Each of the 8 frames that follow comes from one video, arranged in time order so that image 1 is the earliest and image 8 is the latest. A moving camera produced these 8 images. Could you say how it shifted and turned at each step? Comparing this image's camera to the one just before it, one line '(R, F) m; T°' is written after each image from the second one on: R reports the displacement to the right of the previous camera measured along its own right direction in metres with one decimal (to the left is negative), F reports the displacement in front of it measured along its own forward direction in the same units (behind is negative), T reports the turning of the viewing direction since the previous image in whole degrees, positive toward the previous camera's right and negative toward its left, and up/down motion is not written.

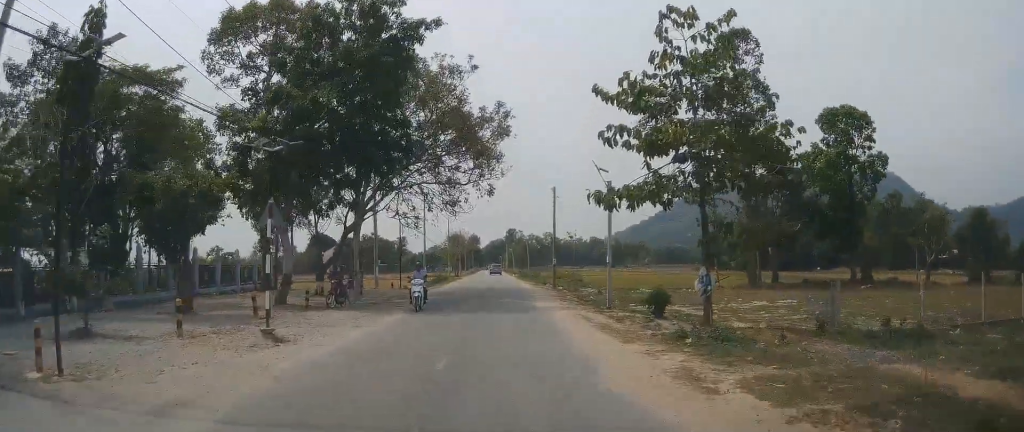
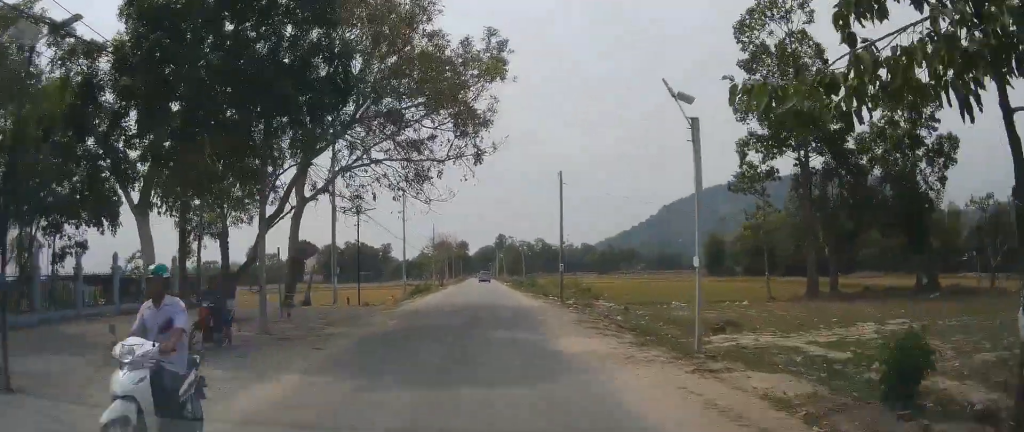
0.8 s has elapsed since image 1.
(+0.2, +10.4) m; +1°
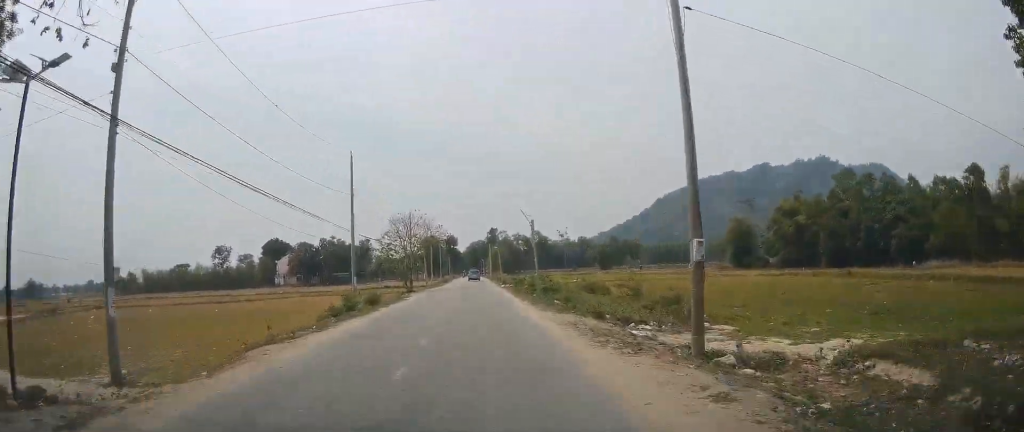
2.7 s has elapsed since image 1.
(-0.5, +24.3) m; -1°
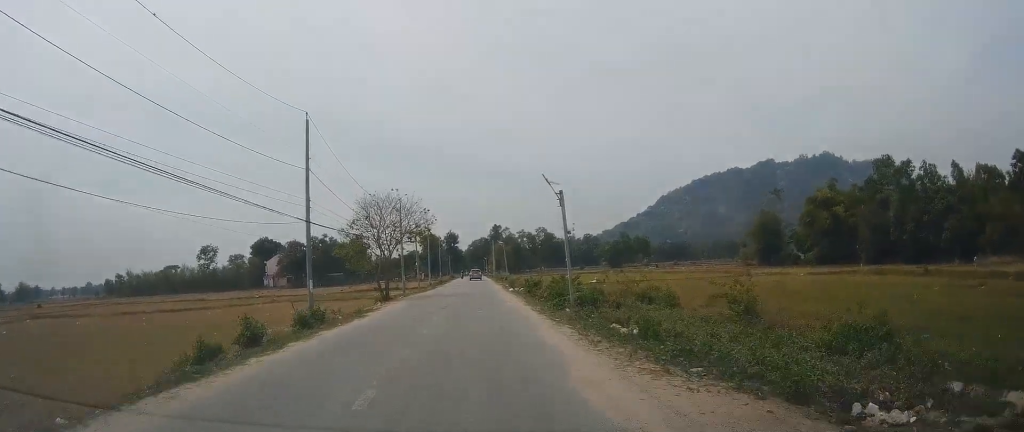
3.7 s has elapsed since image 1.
(+0.2, +12.9) m; +2°
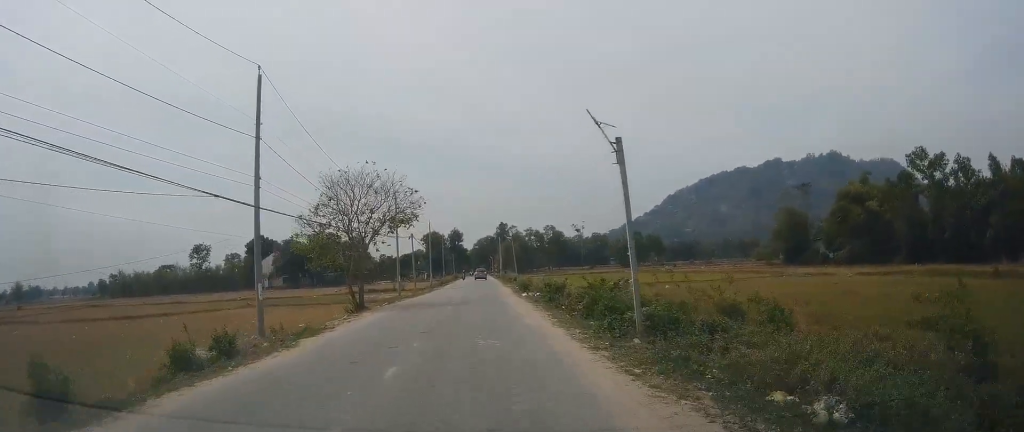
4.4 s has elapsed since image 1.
(+0.1, +9.4) m; +1°
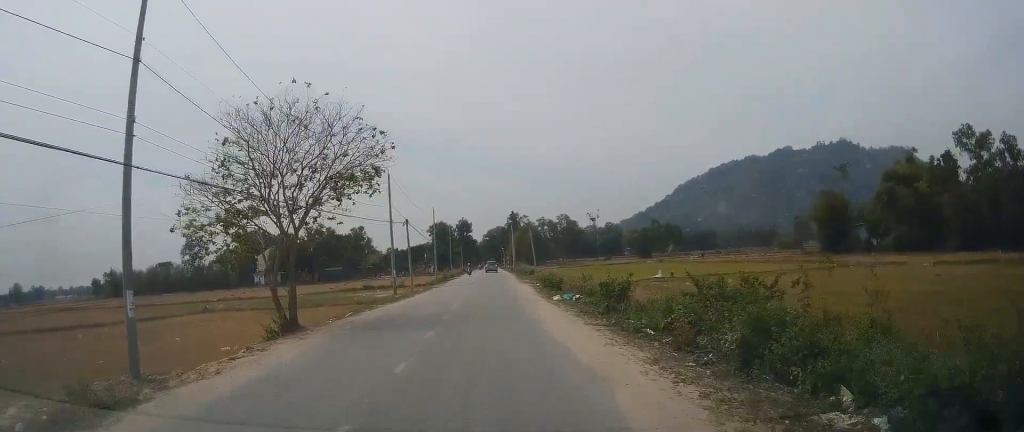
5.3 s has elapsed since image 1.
(+0.2, +12.1) m; -2°
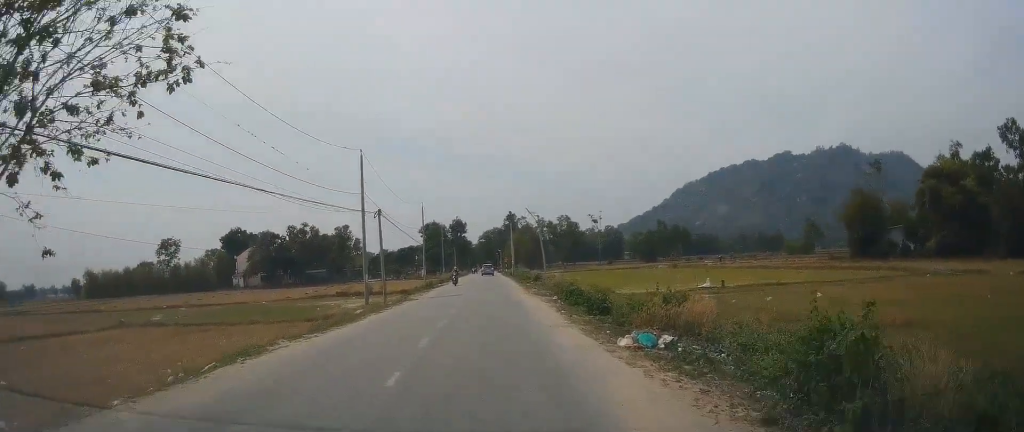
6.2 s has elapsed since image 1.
(-0.5, +12.6) m; -2°
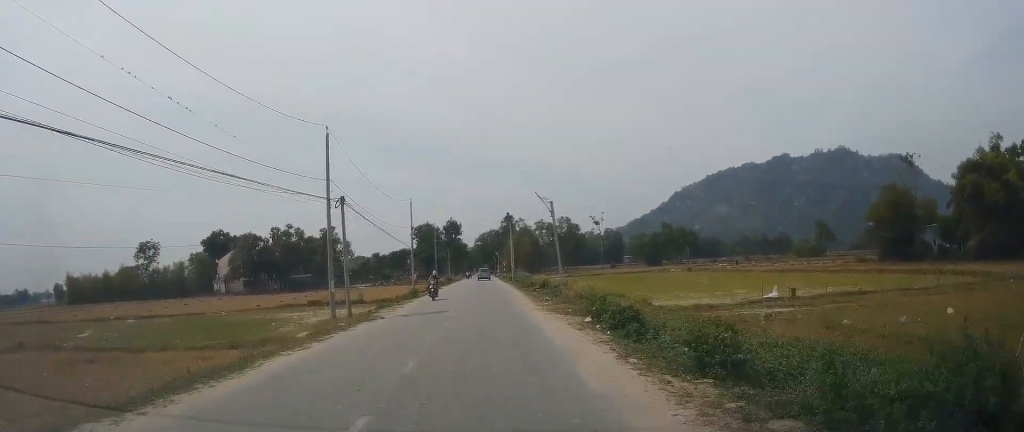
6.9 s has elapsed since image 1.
(0.0, +10.3) m; 0°
